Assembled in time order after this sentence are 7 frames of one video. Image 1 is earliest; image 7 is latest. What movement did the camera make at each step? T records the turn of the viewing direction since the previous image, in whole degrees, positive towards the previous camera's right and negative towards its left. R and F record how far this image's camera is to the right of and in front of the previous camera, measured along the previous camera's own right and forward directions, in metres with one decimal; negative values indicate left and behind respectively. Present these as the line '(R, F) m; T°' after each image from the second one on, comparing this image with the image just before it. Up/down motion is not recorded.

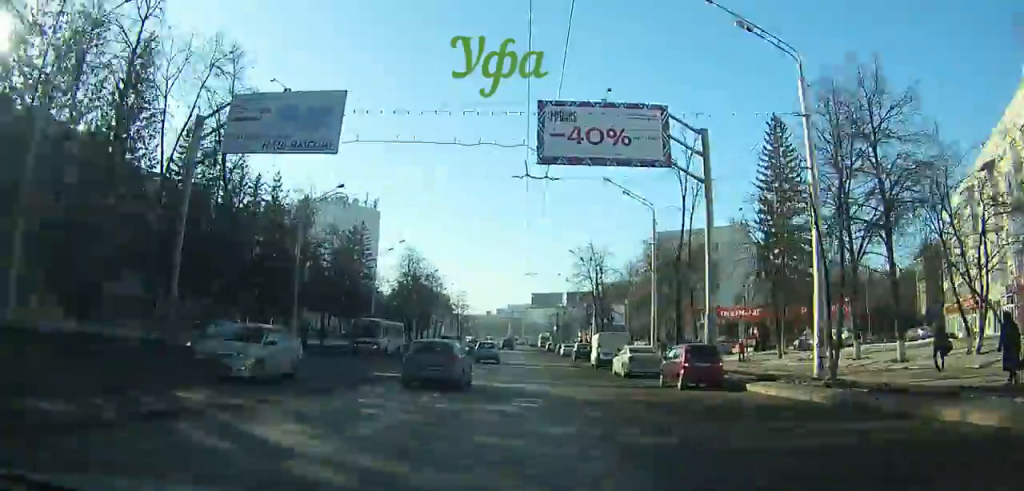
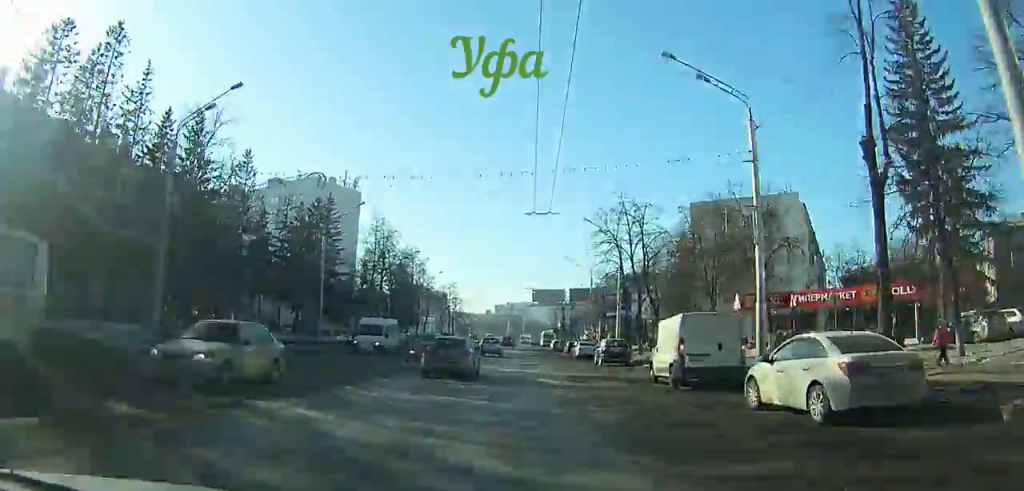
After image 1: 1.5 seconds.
(+0.2, +18.3) m; 0°
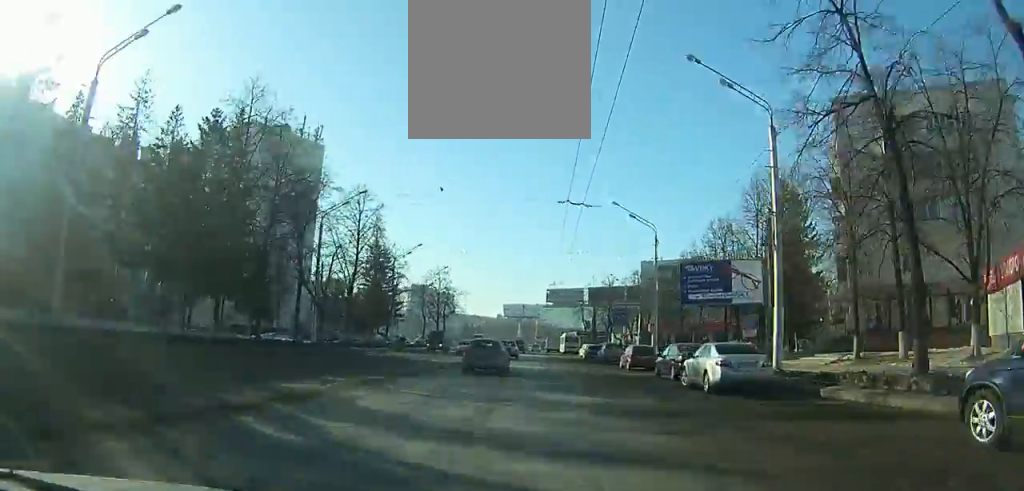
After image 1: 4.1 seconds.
(-0.3, +32.1) m; -2°
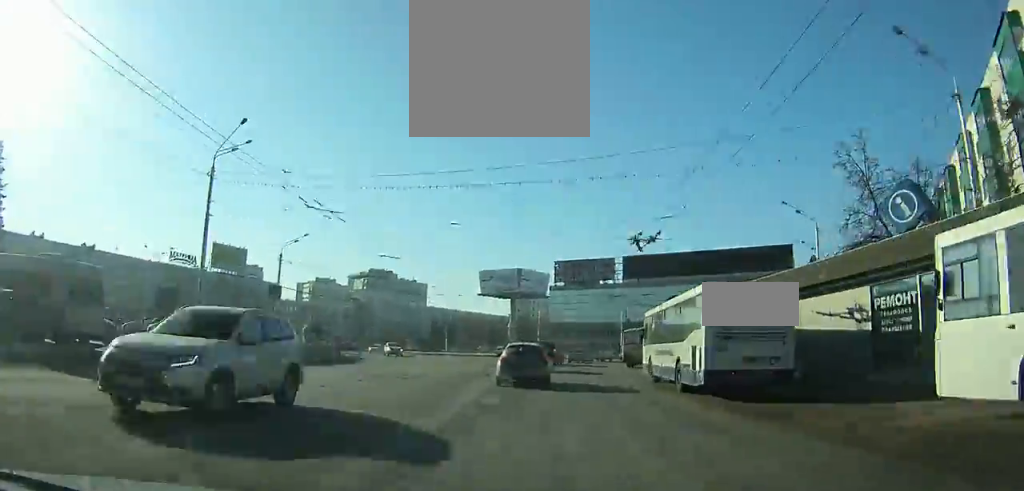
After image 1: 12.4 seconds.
(-1.0, +89.5) m; +2°
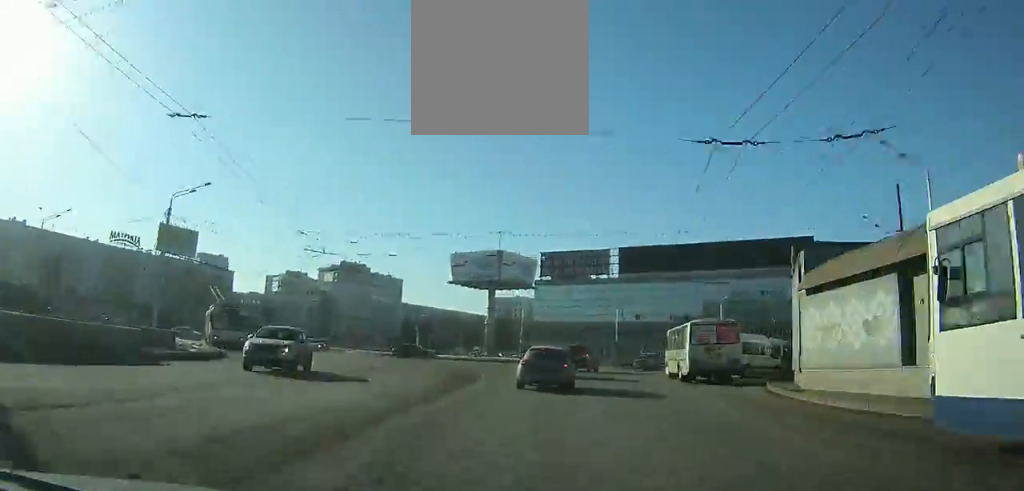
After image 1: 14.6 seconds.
(+0.2, +17.6) m; +4°
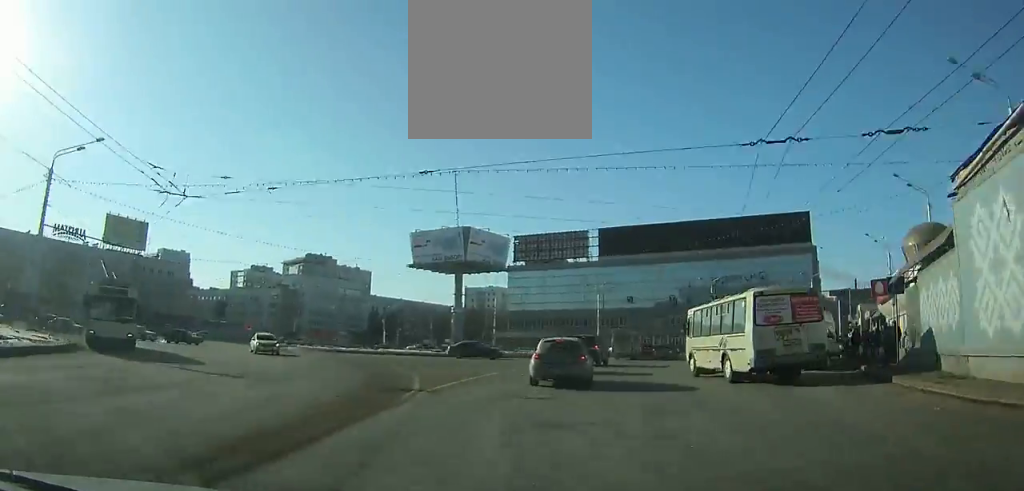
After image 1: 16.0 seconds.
(+0.1, +9.5) m; +4°
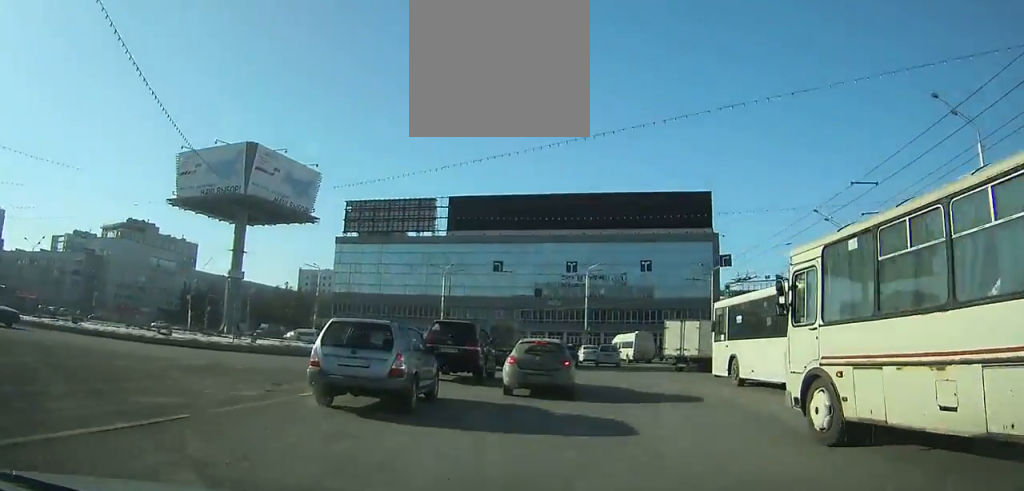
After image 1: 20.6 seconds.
(+3.3, +25.1) m; +13°
